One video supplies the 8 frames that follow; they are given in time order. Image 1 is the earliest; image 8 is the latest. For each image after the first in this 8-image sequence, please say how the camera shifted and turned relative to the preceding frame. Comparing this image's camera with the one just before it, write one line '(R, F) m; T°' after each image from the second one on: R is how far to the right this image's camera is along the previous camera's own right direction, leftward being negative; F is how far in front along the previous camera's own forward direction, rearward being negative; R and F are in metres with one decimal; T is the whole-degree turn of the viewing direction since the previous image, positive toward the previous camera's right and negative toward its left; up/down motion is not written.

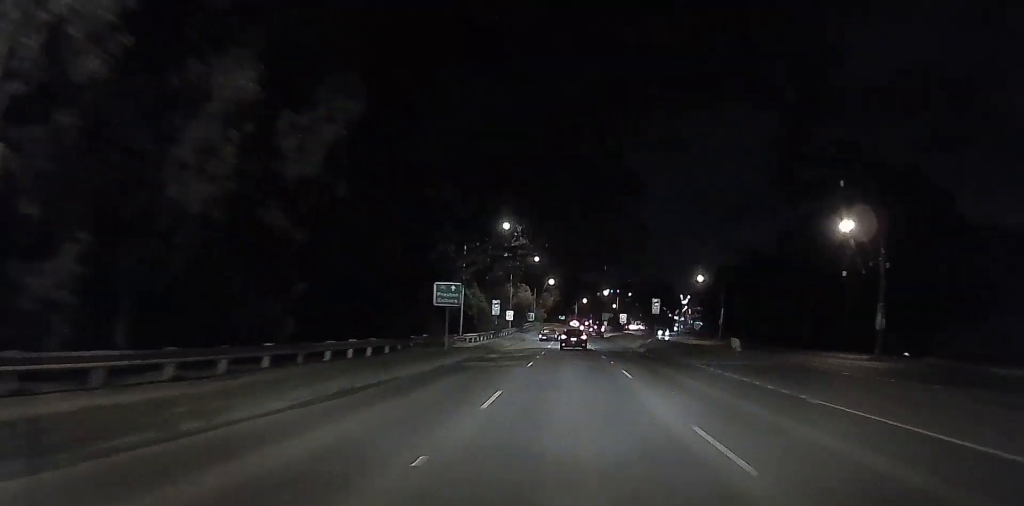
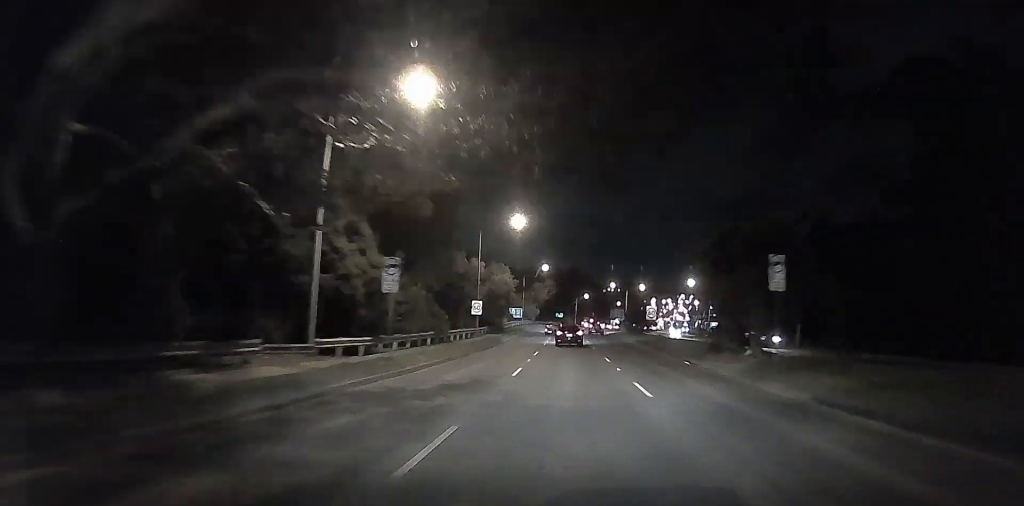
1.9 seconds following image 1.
(+2.7, +30.4) m; +5°
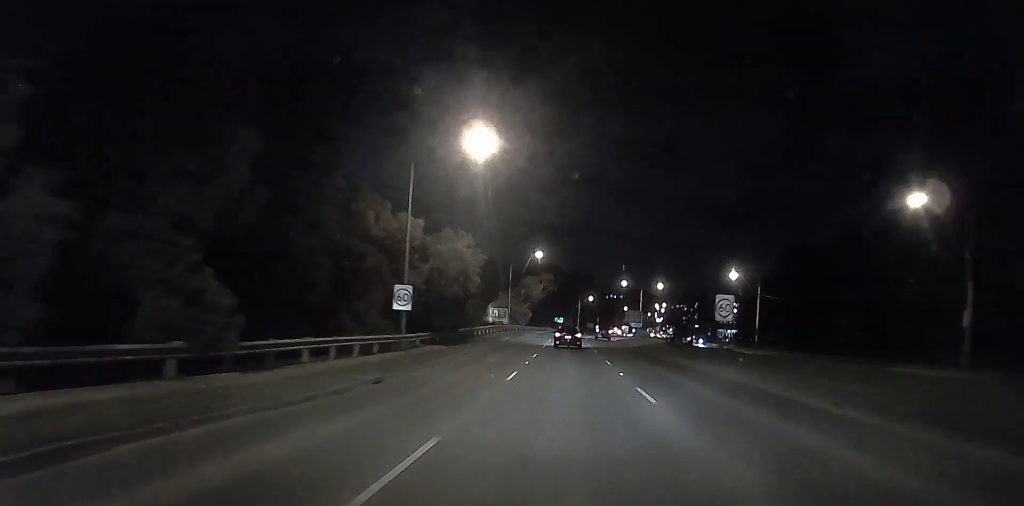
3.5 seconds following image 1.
(0.0, +25.7) m; 0°
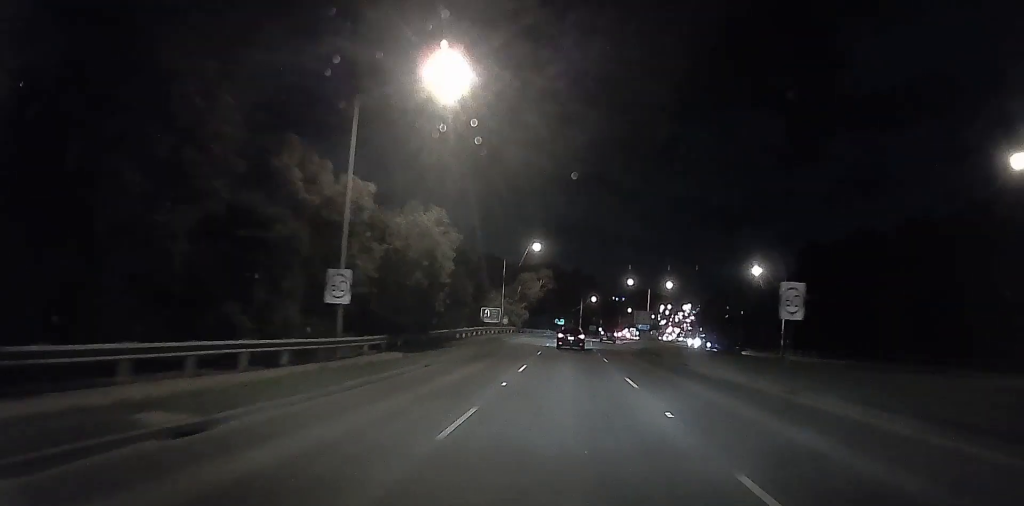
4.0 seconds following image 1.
(0.0, +8.9) m; 0°
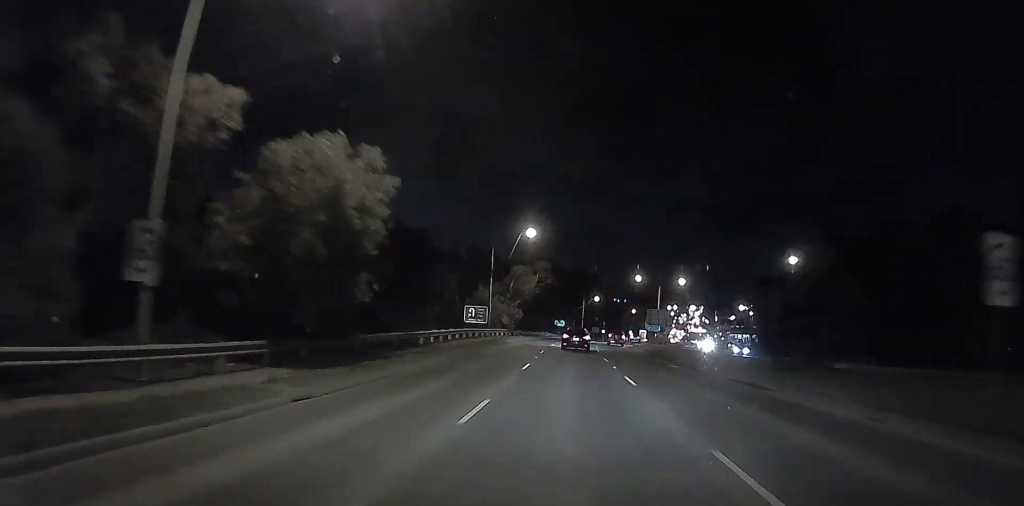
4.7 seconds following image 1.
(0.0, +10.9) m; 0°
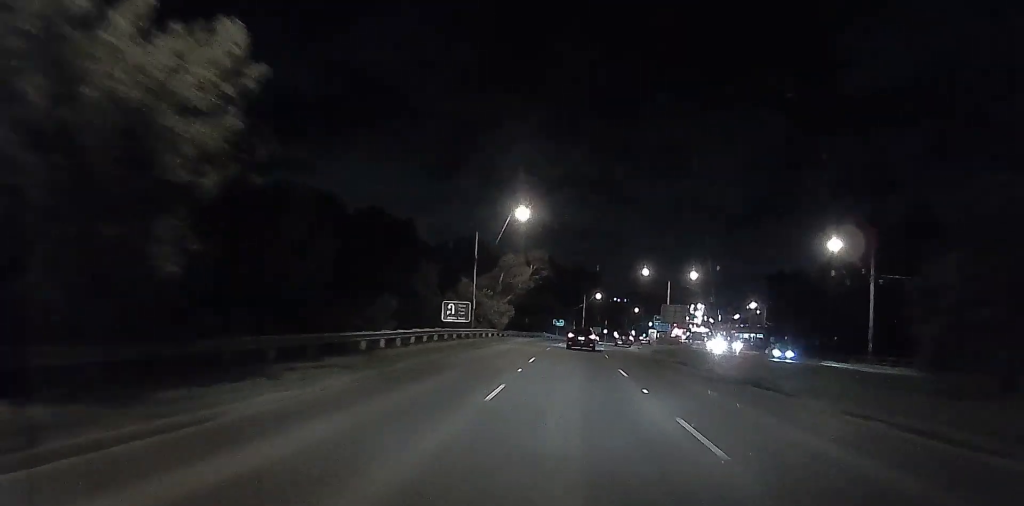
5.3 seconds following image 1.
(0.0, +9.3) m; 0°
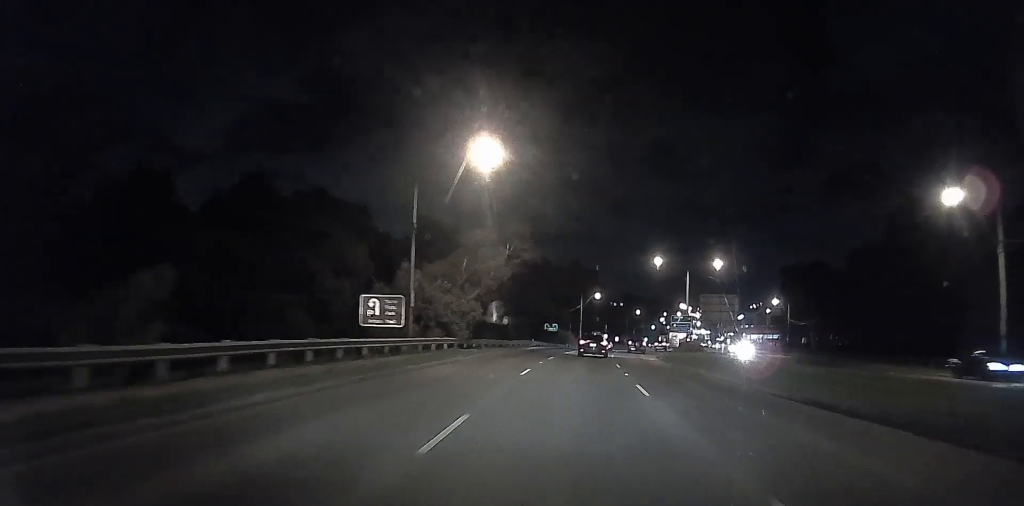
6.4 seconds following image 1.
(0.0, +16.9) m; +3°
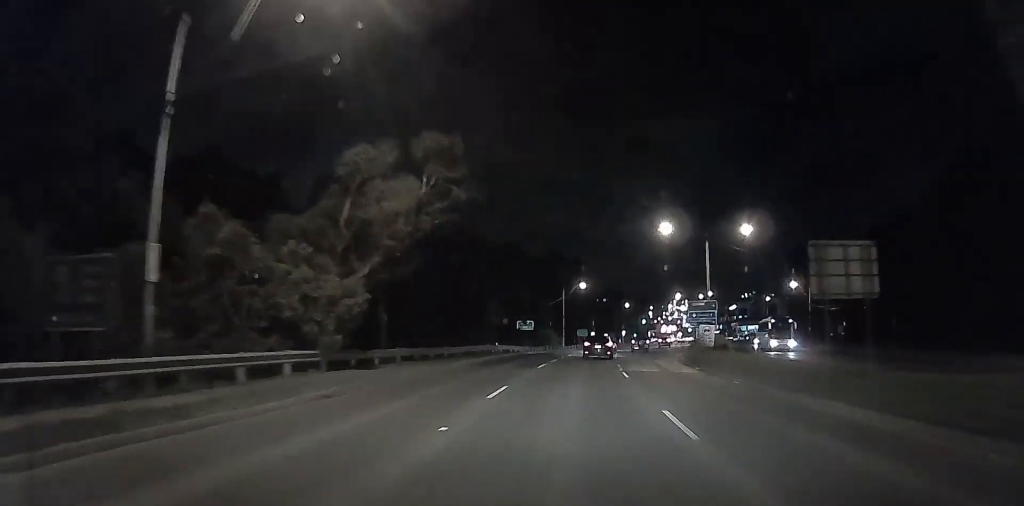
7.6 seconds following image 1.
(+1.1, +18.1) m; +5°
